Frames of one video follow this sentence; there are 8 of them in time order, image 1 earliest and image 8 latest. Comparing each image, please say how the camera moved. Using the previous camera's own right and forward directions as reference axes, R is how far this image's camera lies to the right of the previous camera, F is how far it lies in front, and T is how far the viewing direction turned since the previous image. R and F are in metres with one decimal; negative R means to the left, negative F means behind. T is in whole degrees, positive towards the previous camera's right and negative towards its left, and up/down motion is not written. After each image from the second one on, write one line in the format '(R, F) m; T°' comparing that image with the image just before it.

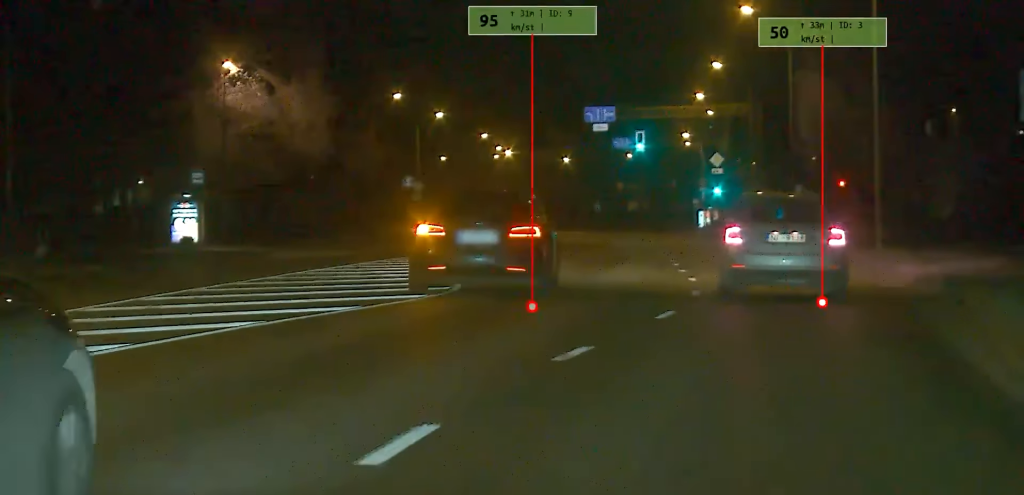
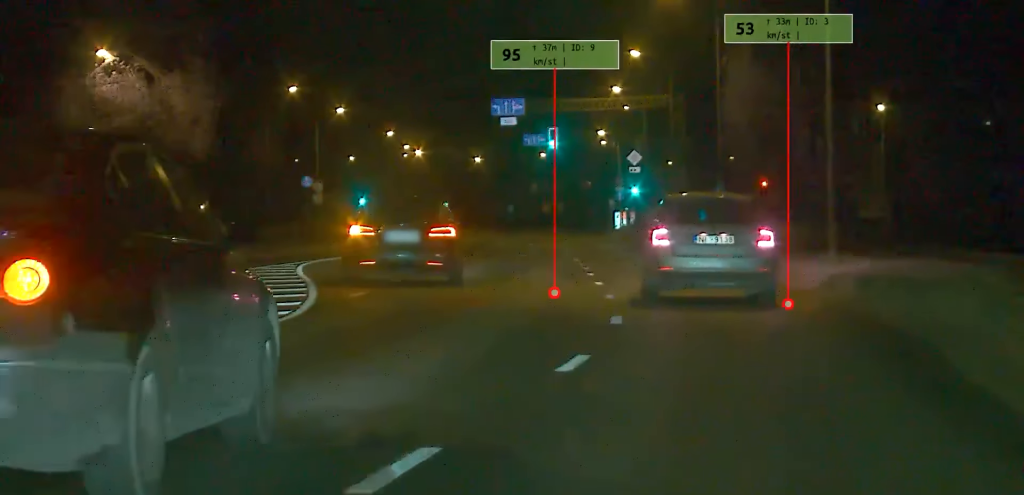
(+0.1, +9.1) m; 0°
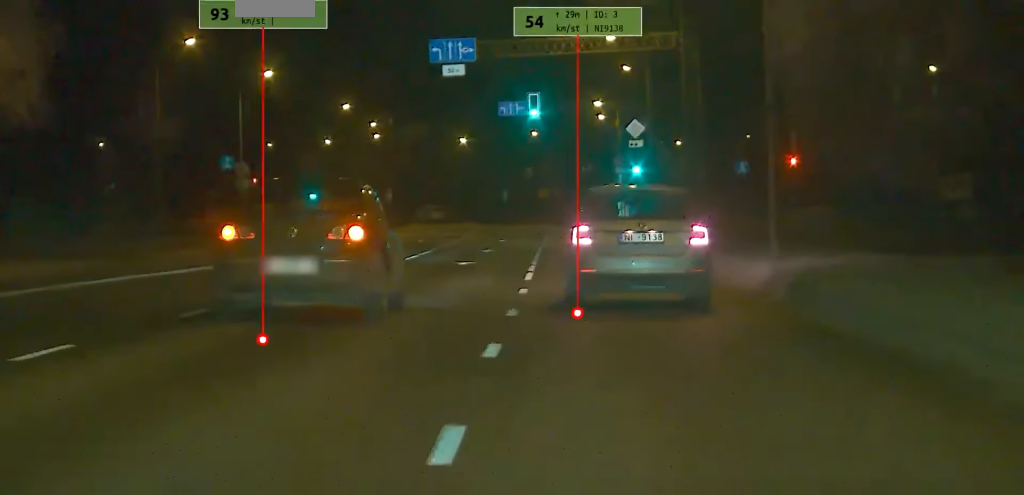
(-0.2, +30.0) m; -2°
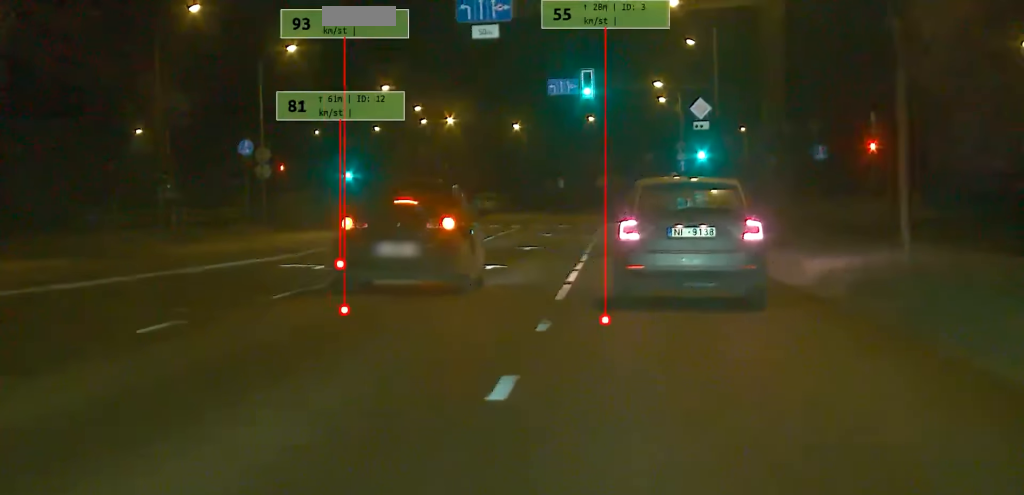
(-0.1, +12.2) m; -1°
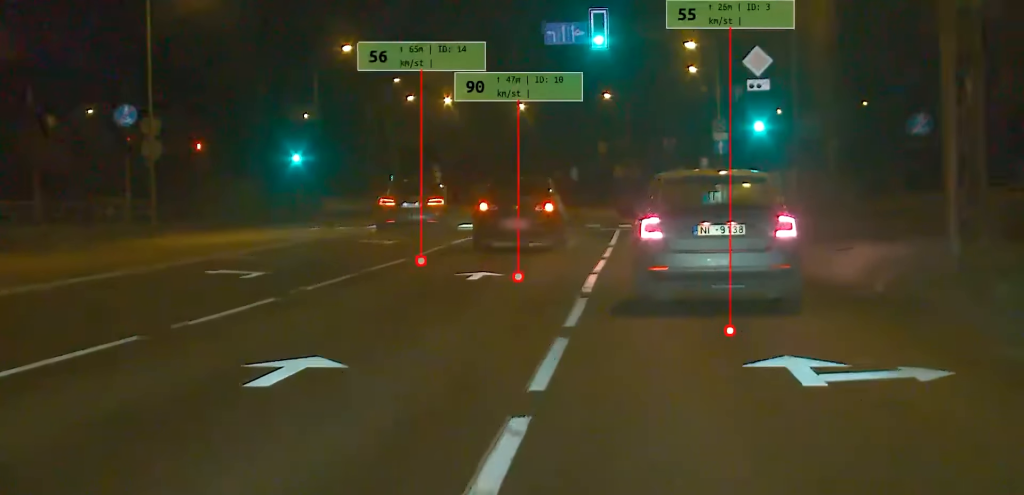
(-0.3, +30.4) m; 0°
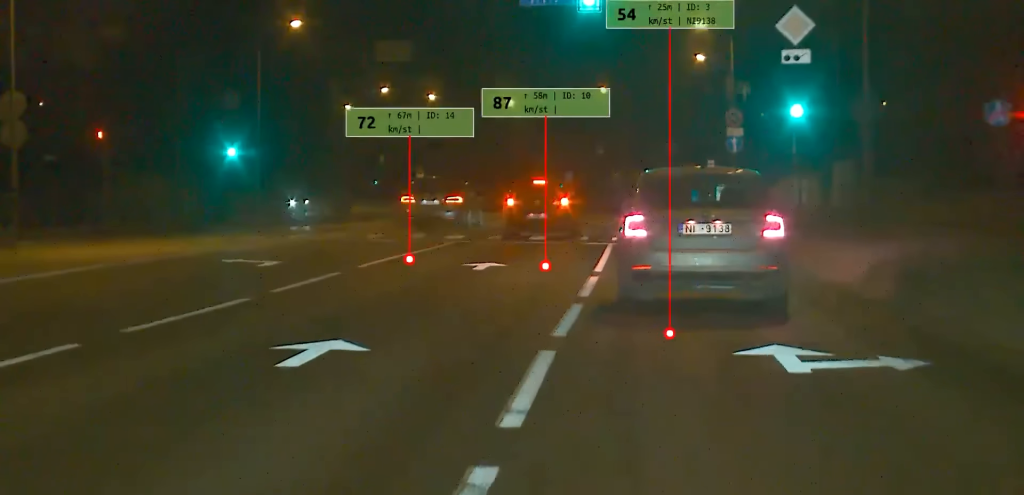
(-0.1, +19.4) m; -1°
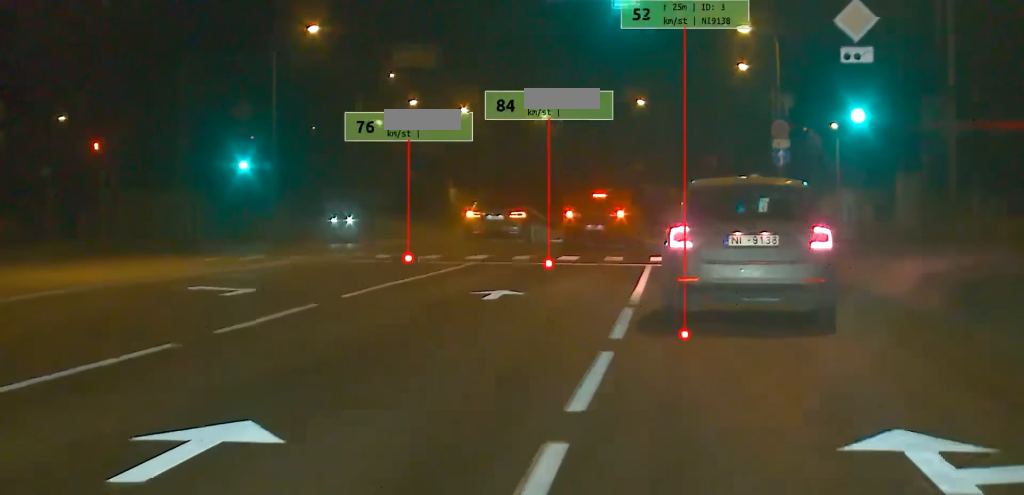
(-0.1, +7.2) m; 0°
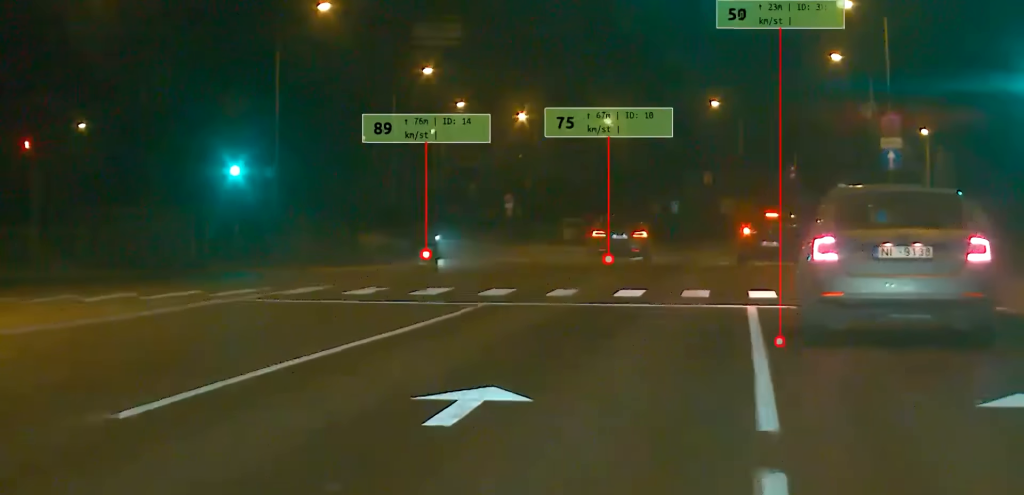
(0.0, +19.1) m; 0°
